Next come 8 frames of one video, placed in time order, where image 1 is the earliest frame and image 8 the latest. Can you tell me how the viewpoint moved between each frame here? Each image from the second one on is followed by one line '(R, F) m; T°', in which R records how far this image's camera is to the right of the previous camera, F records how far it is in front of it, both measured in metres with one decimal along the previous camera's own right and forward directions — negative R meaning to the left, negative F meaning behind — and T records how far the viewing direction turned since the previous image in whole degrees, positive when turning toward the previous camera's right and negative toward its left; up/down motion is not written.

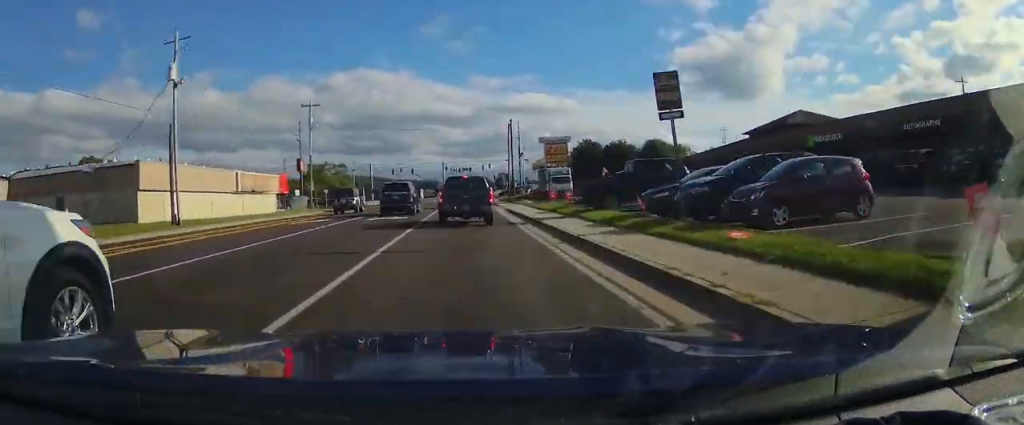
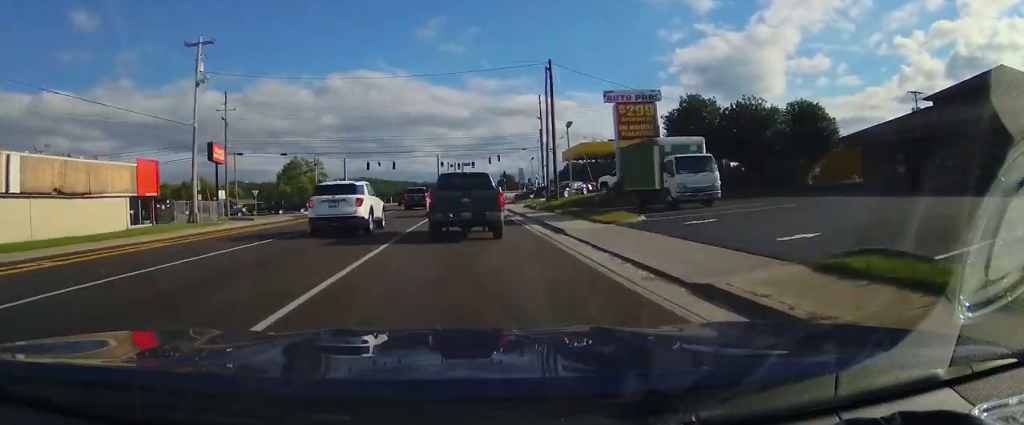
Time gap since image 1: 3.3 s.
(-0.2, +34.4) m; +1°
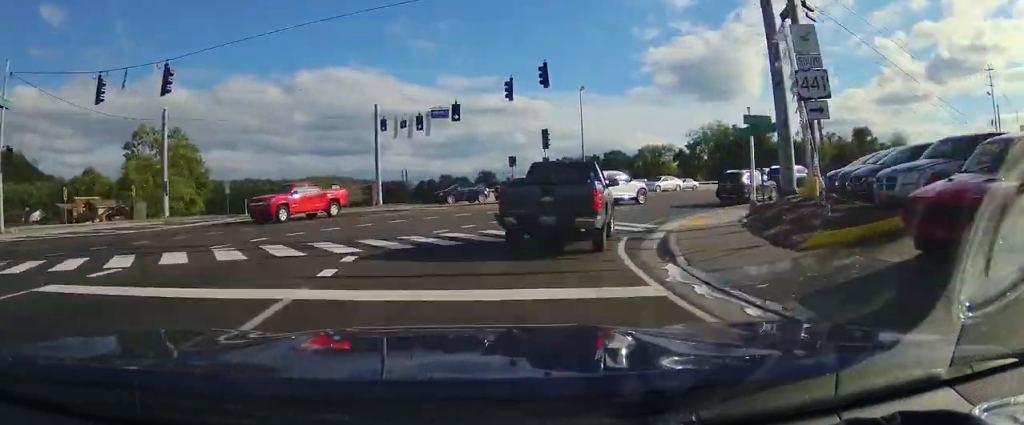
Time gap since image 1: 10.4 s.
(+5.6, +66.1) m; +35°
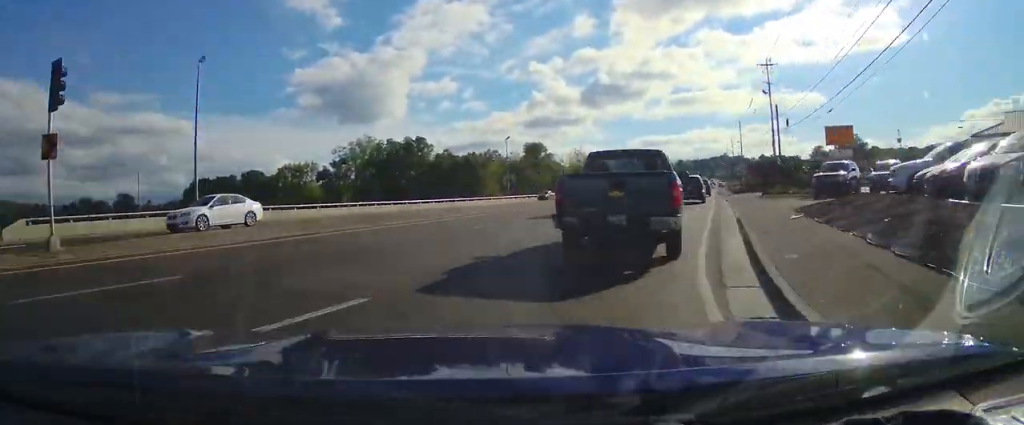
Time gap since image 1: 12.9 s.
(+9.9, +22.7) m; +17°
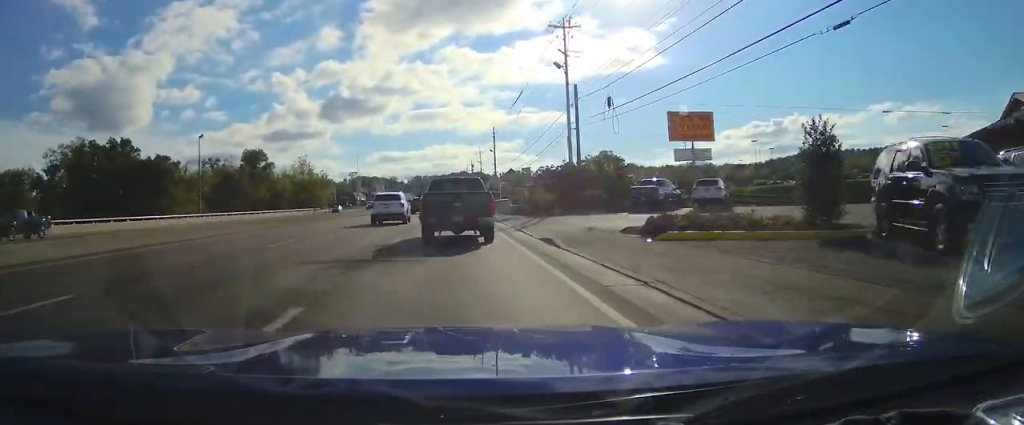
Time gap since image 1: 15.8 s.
(+5.8, +29.5) m; +12°
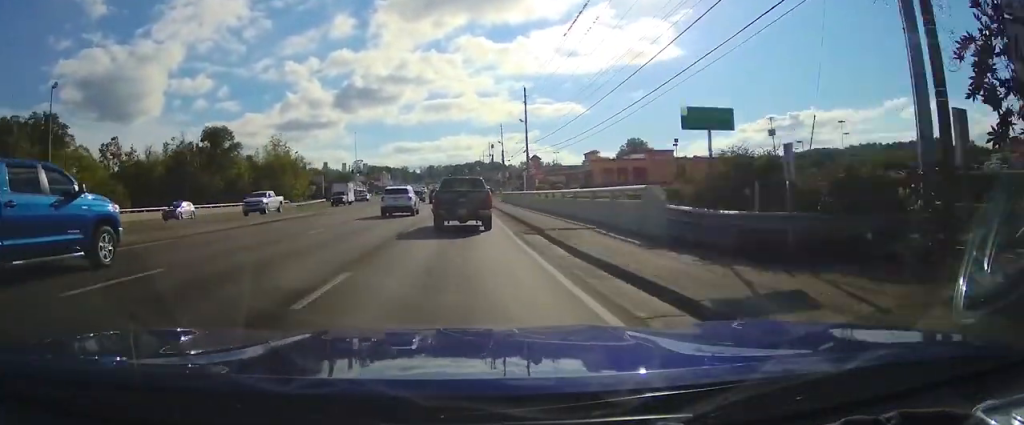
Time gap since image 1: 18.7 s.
(+0.5, +34.0) m; 0°
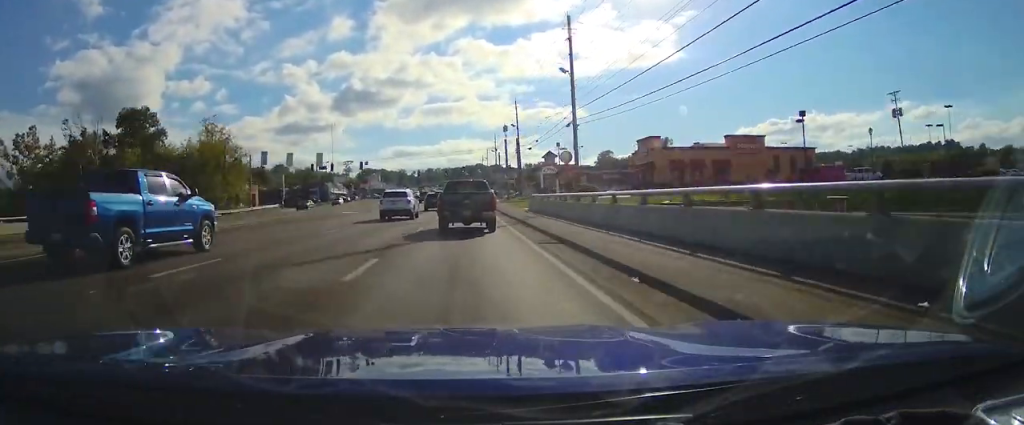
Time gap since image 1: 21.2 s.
(-0.3, +32.6) m; -1°
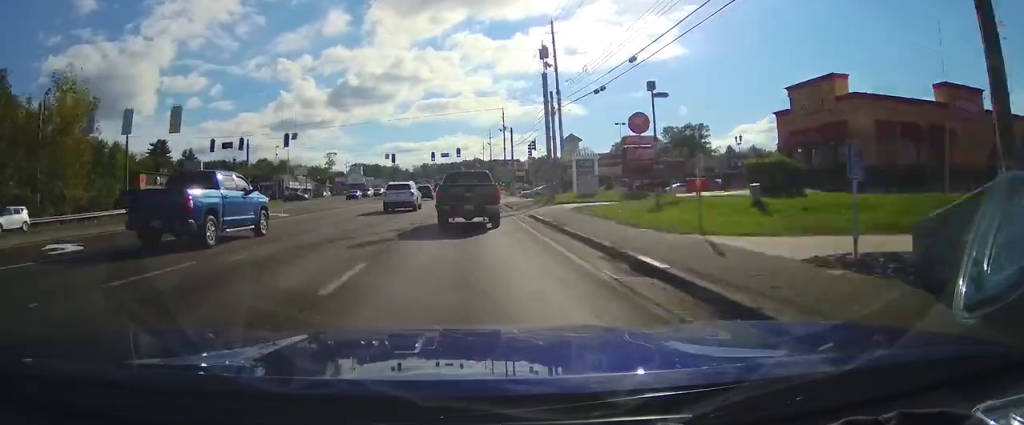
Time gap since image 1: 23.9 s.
(-0.2, +35.4) m; 0°
